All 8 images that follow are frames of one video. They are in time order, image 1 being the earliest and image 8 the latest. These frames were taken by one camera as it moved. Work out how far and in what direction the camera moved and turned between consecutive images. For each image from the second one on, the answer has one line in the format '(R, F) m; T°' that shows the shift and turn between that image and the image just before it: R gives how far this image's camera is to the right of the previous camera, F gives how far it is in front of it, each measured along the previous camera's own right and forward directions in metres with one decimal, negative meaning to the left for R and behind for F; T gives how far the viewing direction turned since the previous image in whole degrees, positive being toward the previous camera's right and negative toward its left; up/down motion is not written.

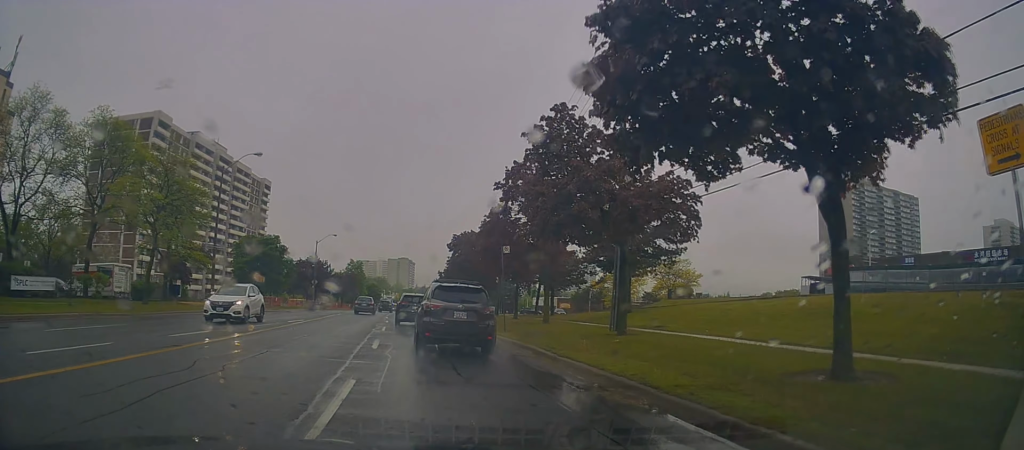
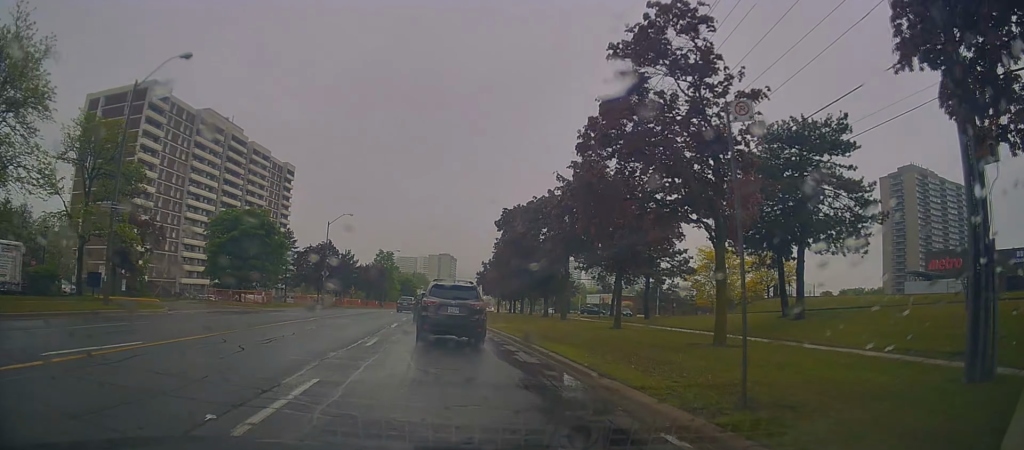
(0.0, +18.2) m; +1°
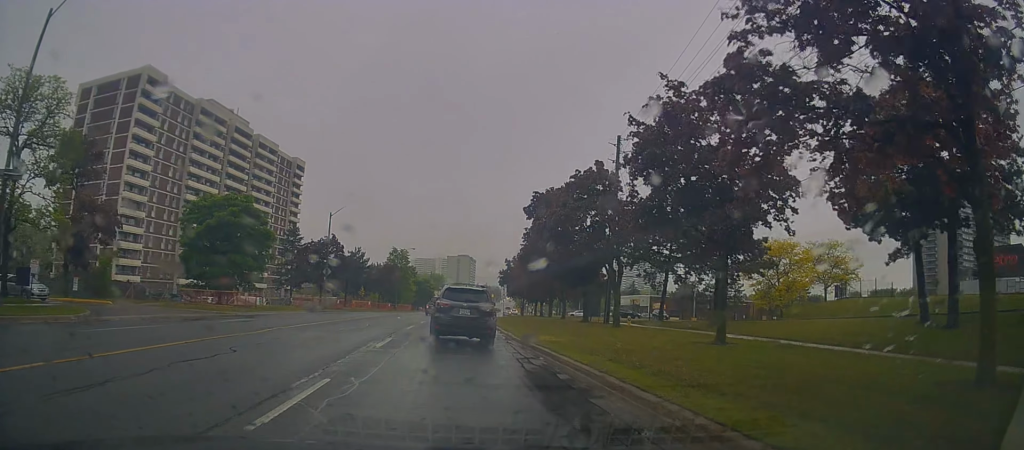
(-0.1, +8.9) m; -1°
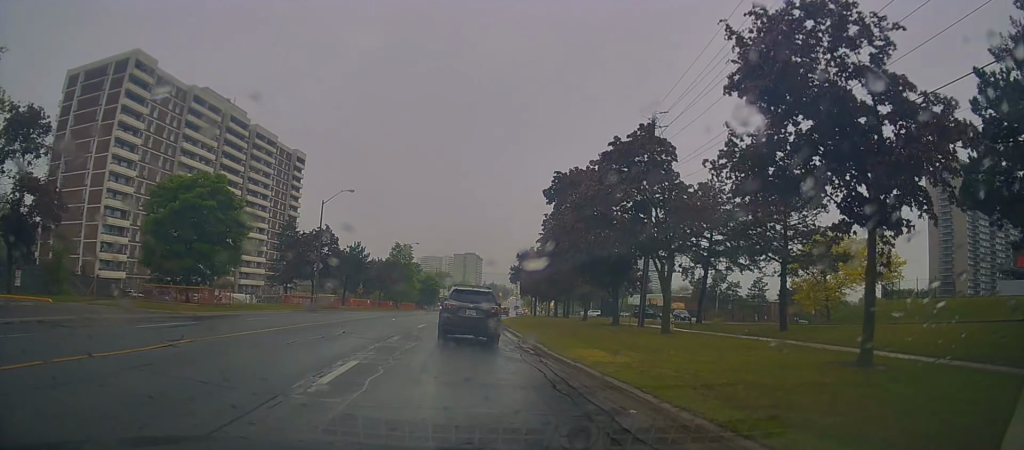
(+0.1, +6.6) m; -3°
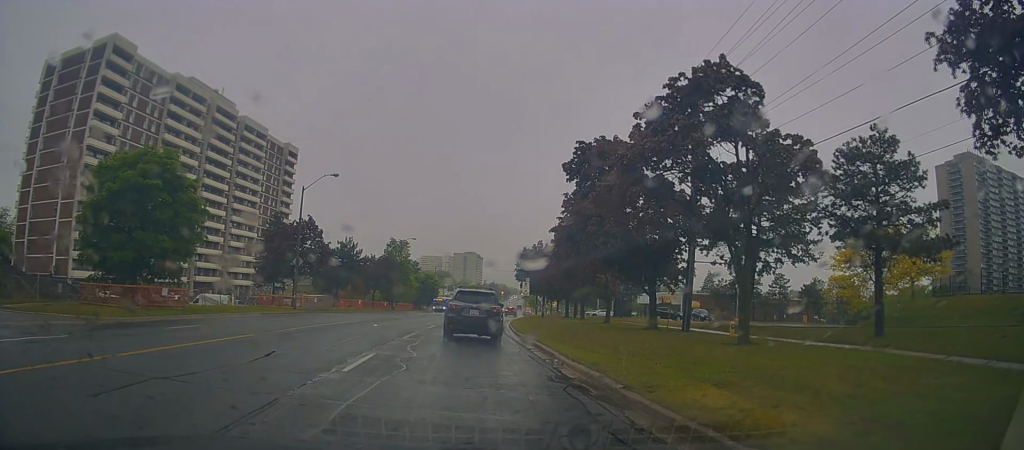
(-0.4, +7.4) m; -2°
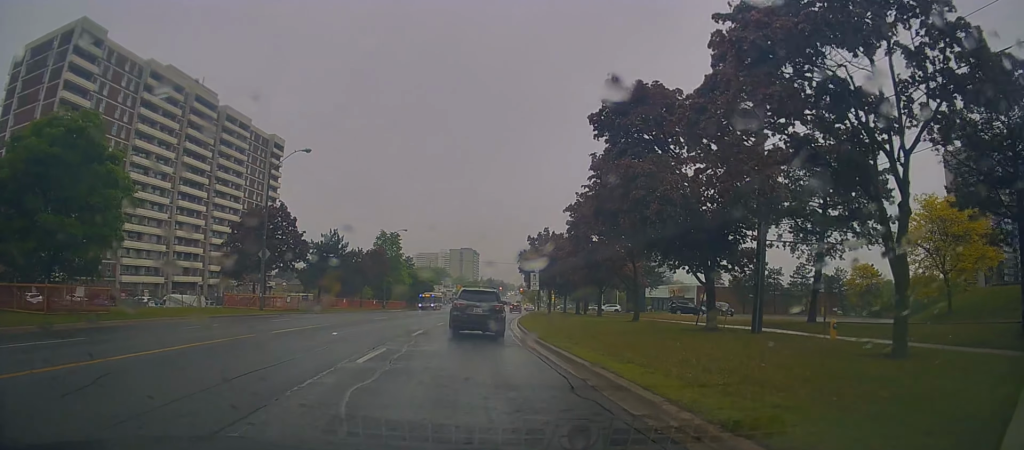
(0.0, +7.7) m; +1°
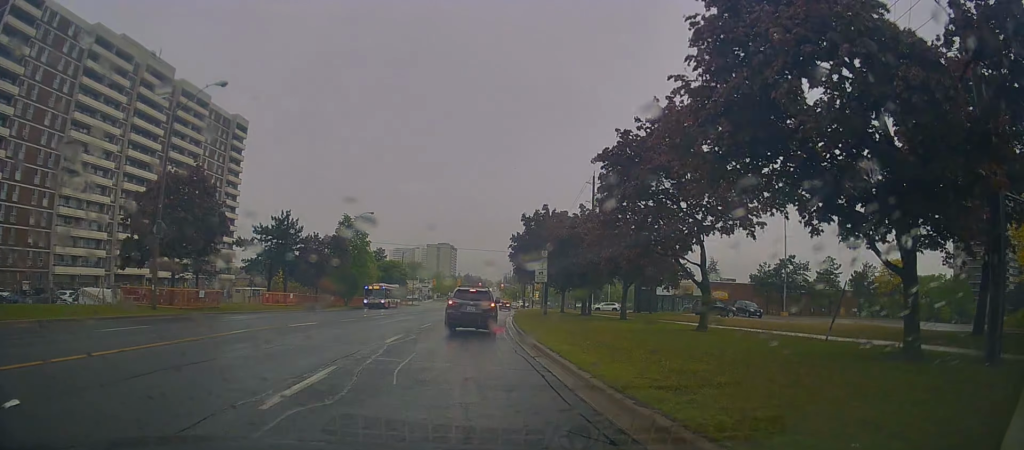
(+0.5, +12.7) m; +6°
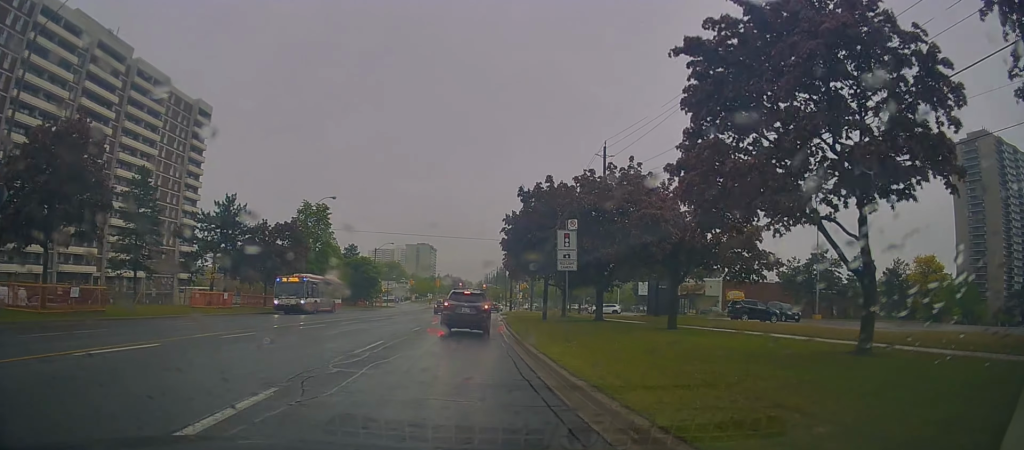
(+0.6, +10.9) m; -1°
